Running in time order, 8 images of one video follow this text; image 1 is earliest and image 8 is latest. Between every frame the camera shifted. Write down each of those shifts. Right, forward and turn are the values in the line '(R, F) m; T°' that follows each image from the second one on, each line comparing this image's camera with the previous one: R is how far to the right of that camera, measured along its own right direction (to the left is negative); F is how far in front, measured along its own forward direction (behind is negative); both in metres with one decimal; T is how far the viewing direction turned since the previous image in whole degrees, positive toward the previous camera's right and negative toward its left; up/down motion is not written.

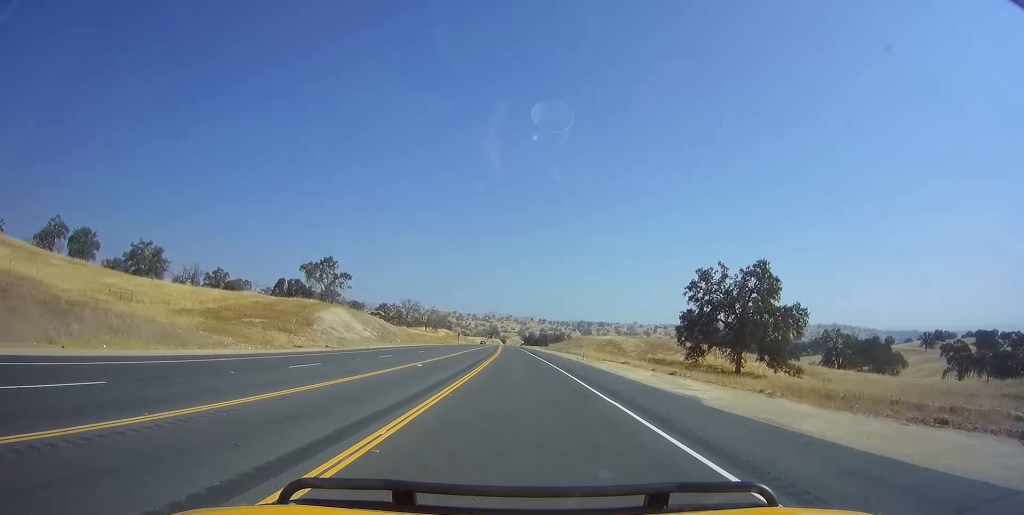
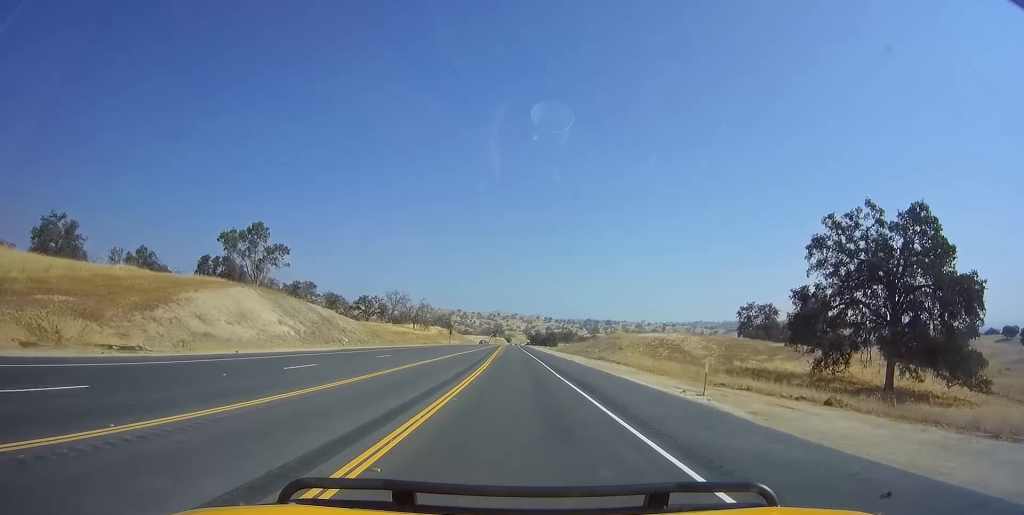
(0.0, +30.0) m; 0°
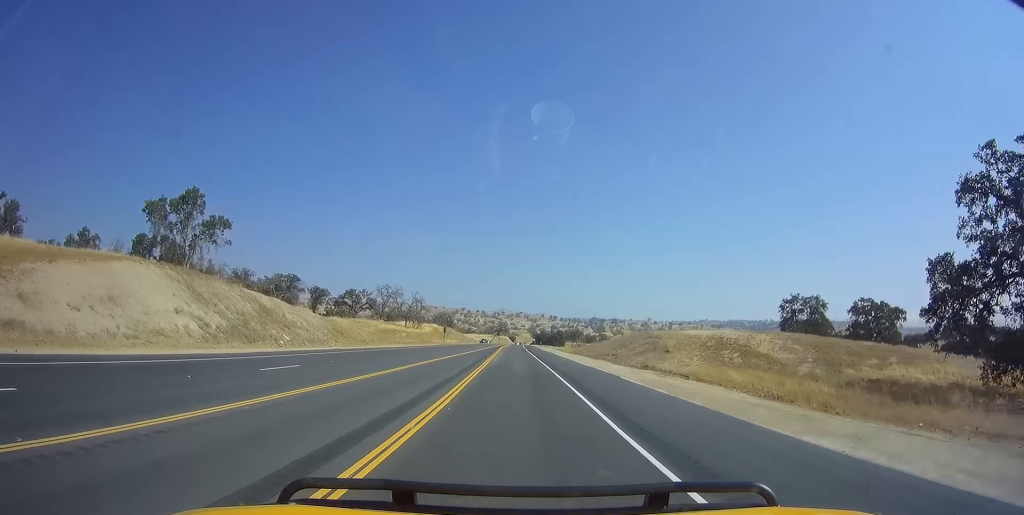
(0.0, +16.9) m; 0°
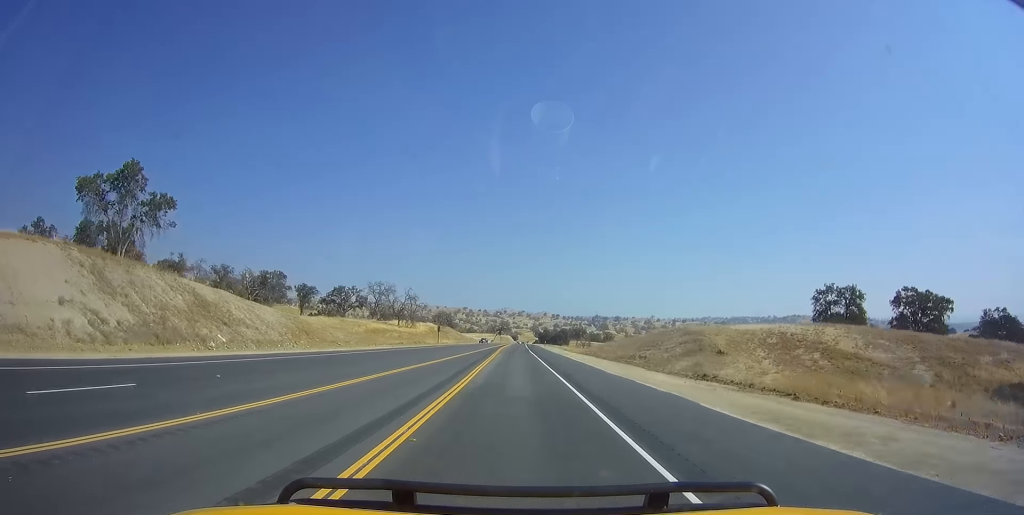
(0.0, +10.7) m; 0°
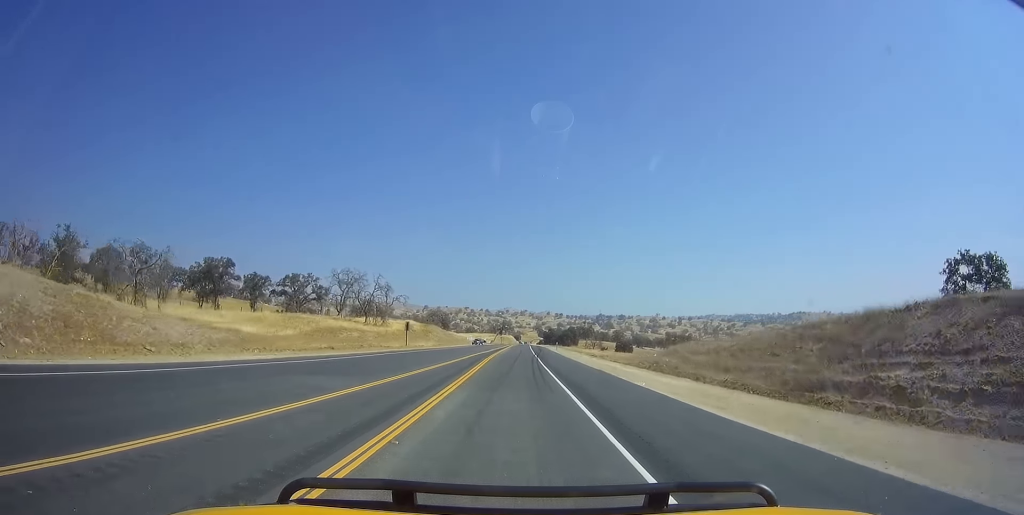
(0.0, +29.6) m; 0°
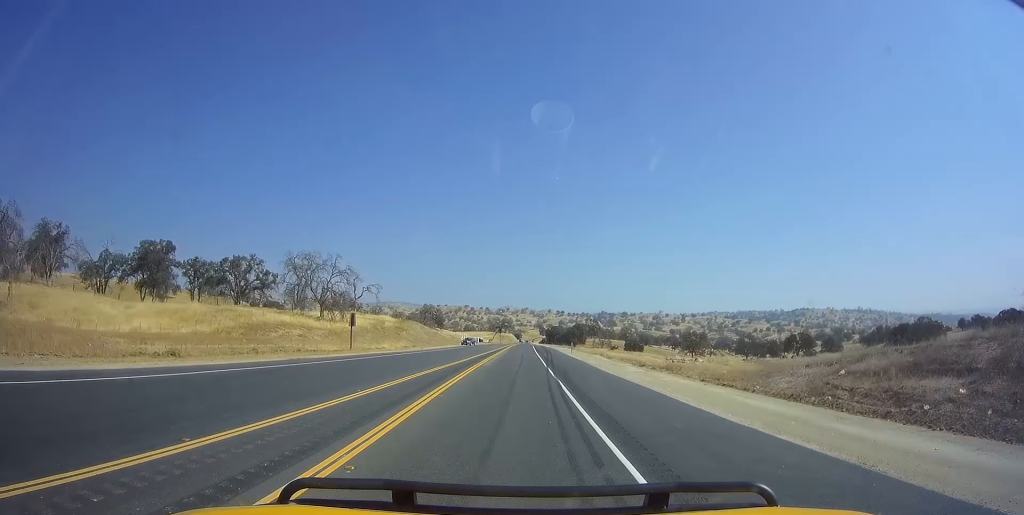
(0.0, +23.5) m; 0°
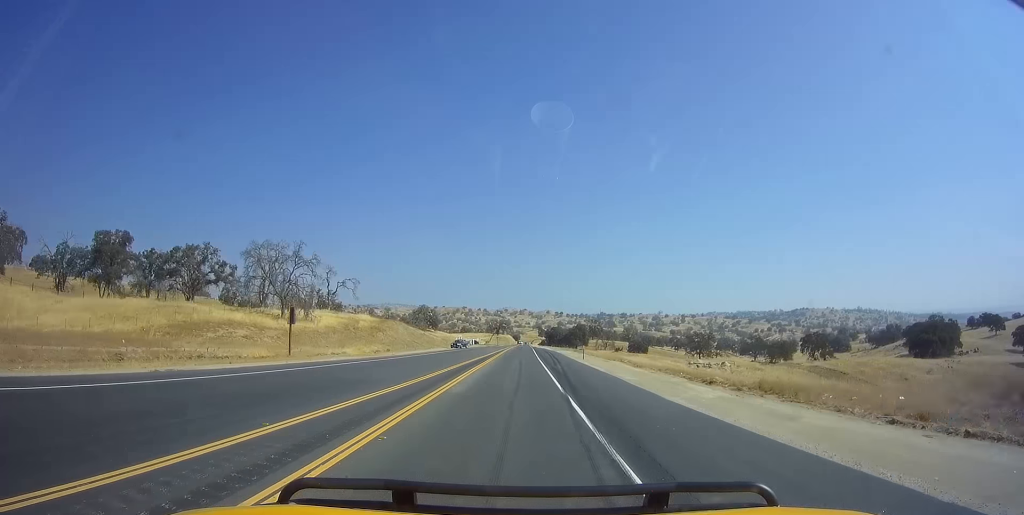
(0.0, +12.7) m; 0°
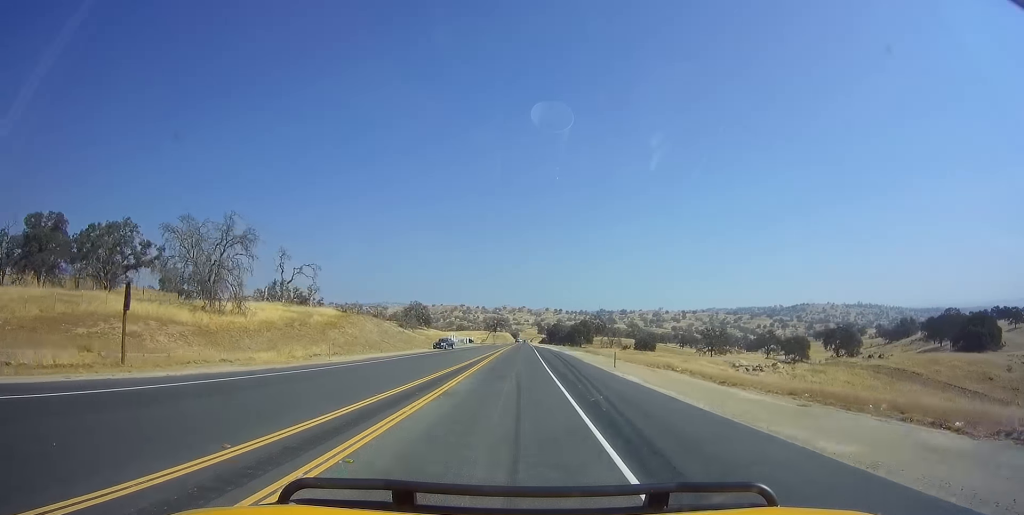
(0.0, +16.4) m; 0°
